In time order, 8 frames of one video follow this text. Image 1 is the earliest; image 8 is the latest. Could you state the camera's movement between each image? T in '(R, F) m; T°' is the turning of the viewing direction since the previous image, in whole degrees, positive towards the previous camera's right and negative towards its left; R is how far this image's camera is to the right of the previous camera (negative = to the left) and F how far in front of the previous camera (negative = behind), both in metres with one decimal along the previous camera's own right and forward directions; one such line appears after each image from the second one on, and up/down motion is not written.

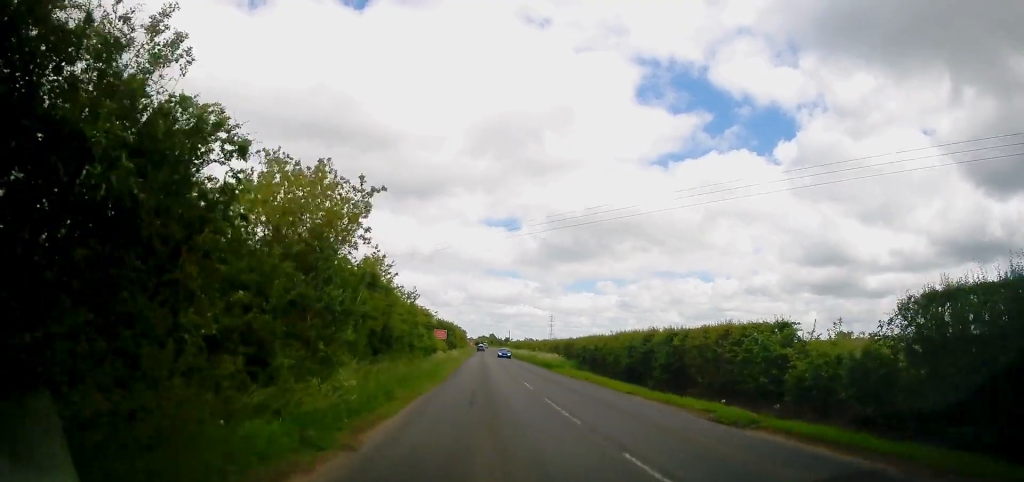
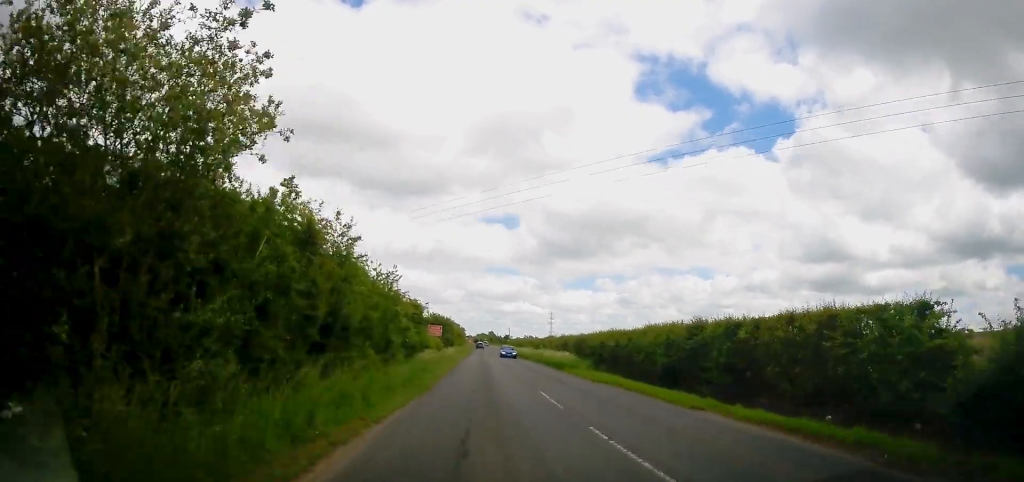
(0.0, +6.7) m; 0°
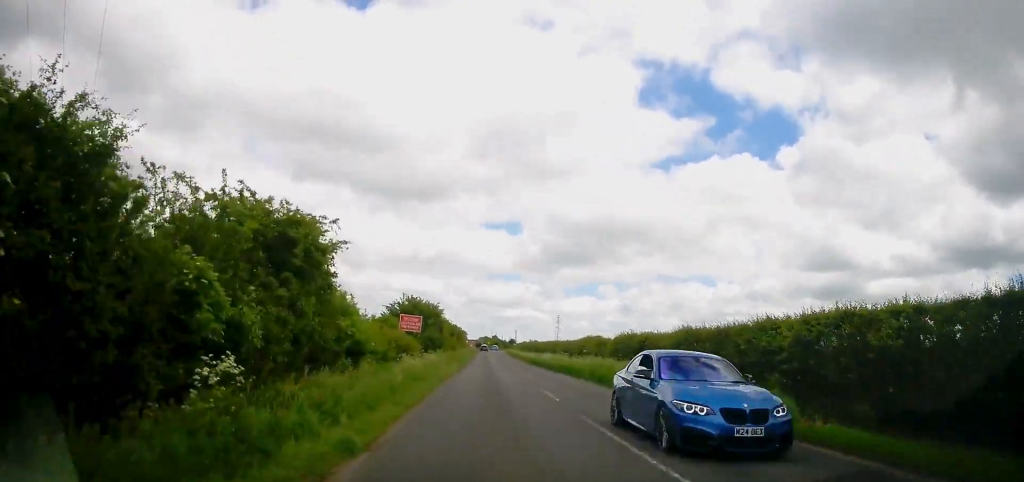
(0.0, +25.2) m; 0°
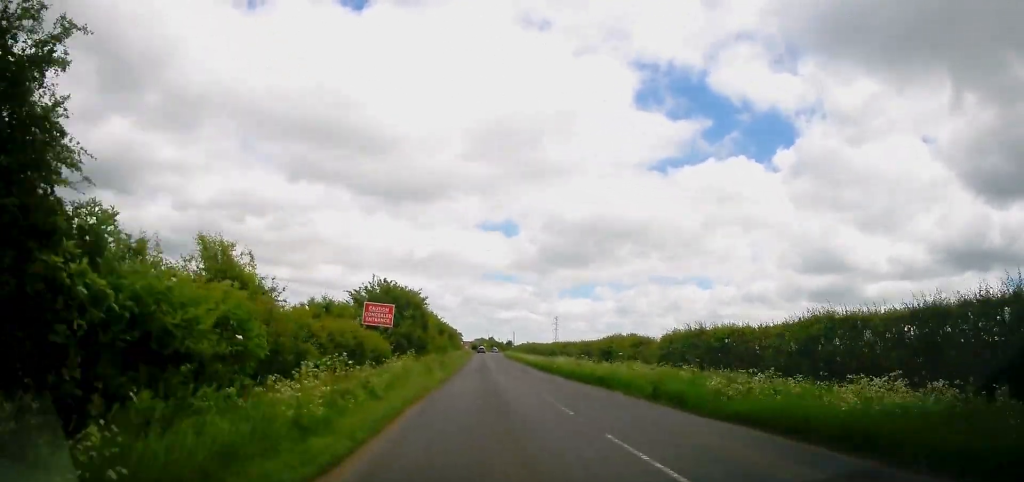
(0.0, +11.1) m; 0°
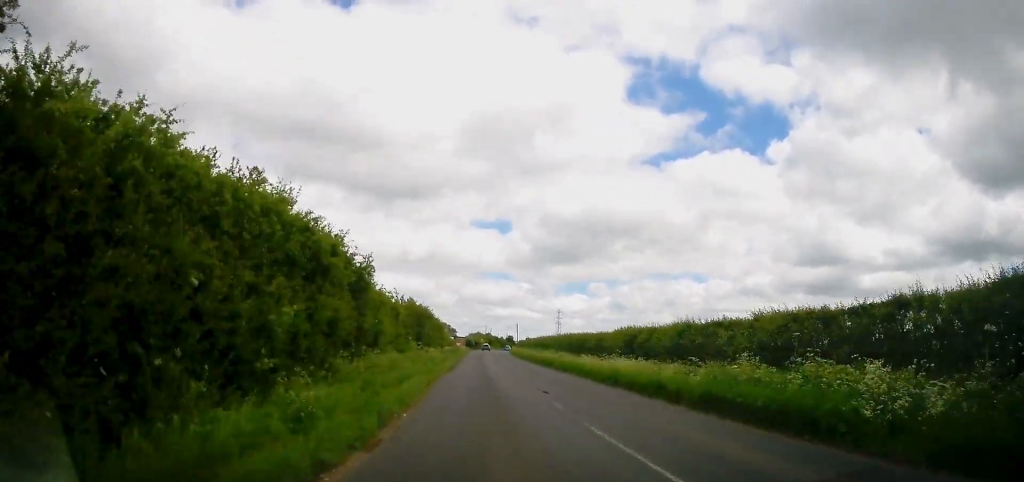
(+0.1, +35.0) m; 0°
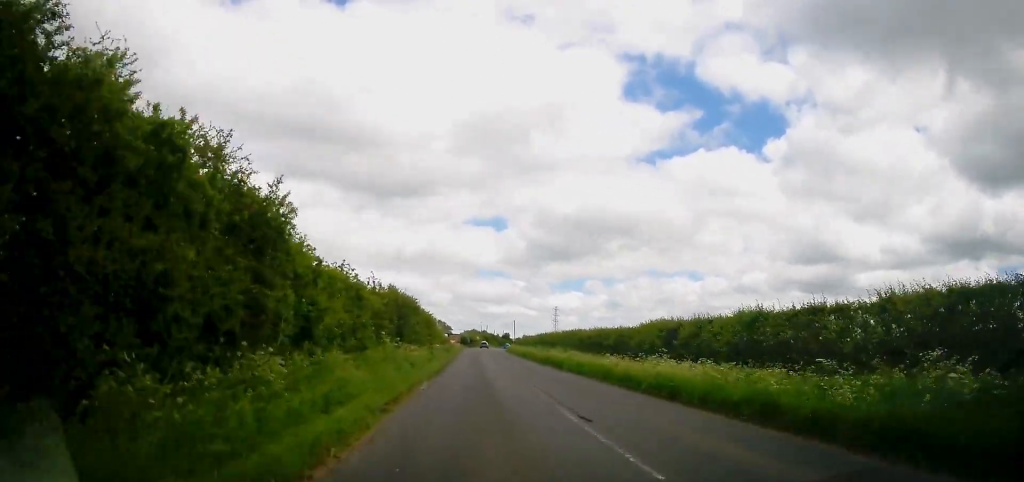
(0.0, +7.1) m; 0°
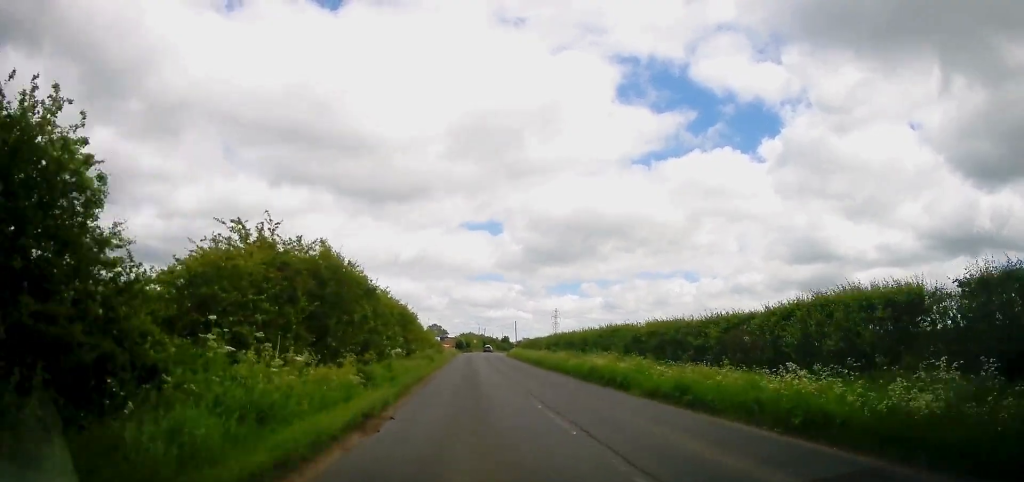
(0.0, +15.0) m; 0°
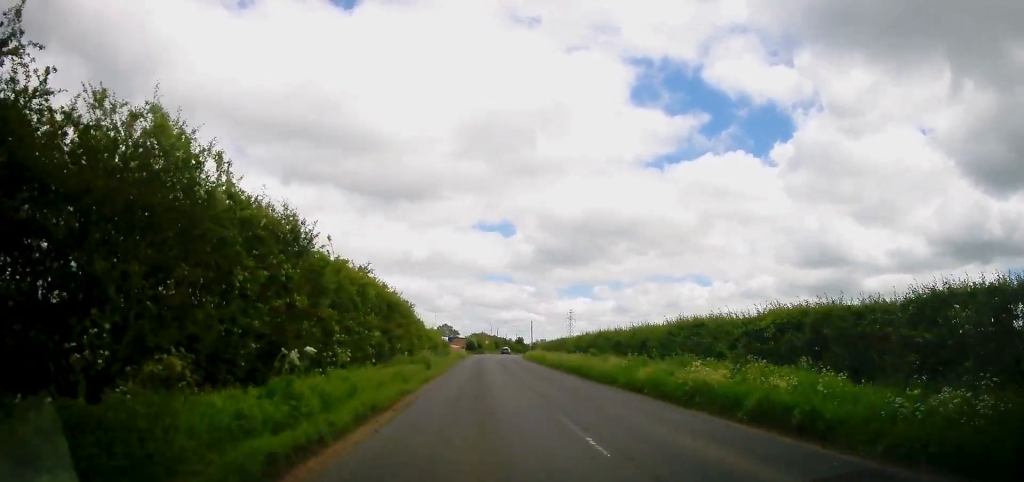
(+0.1, +10.9) m; -1°
